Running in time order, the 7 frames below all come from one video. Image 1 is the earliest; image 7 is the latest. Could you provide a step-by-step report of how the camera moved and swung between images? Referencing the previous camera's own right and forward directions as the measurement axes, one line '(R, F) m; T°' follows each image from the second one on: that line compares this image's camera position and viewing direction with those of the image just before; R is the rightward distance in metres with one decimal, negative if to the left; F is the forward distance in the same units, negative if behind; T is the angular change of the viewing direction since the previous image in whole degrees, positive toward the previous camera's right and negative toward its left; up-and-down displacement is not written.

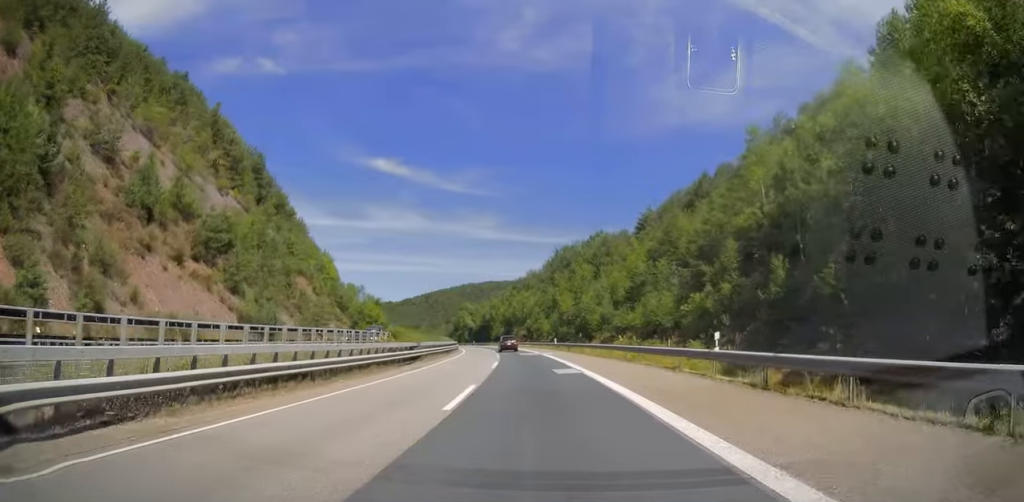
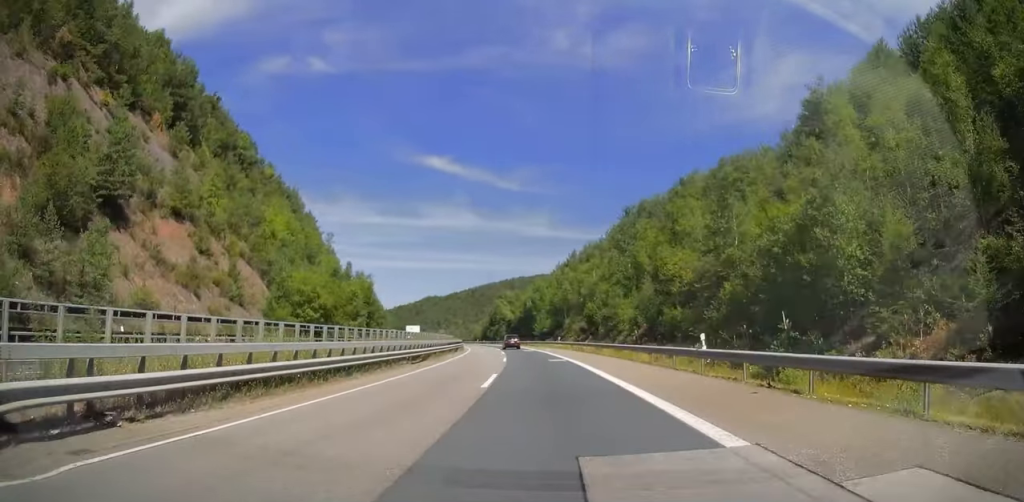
(-2.1, +49.3) m; -5°
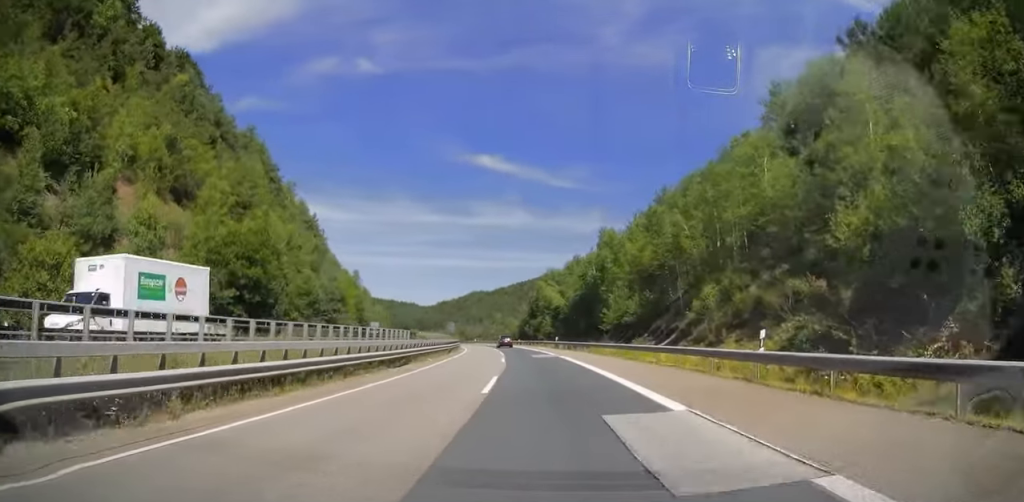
(-3.0, +56.0) m; -6°
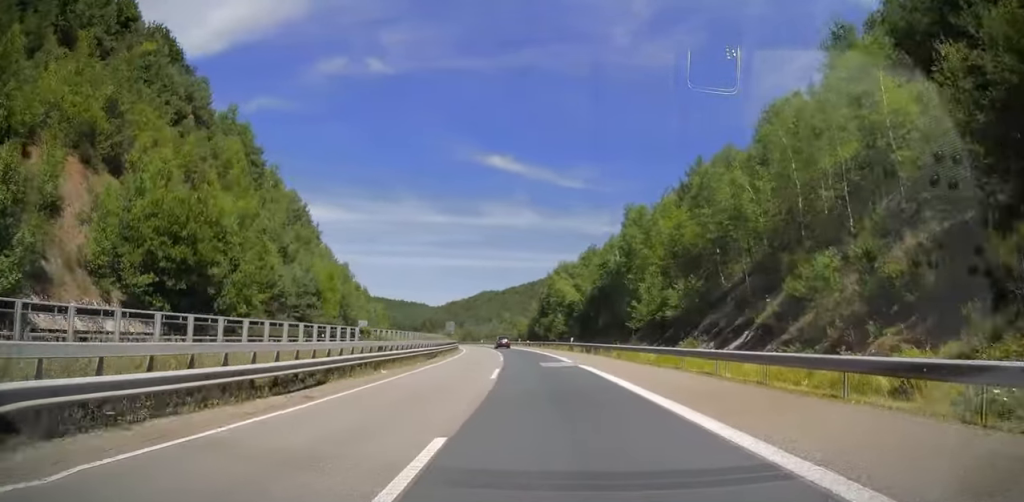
(-0.2, +12.5) m; -1°
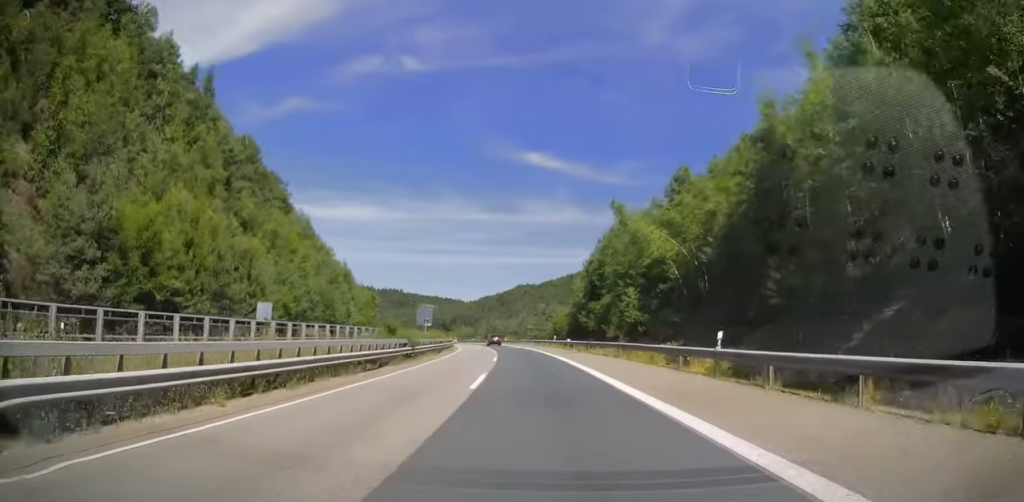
(-1.1, +40.9) m; -3°
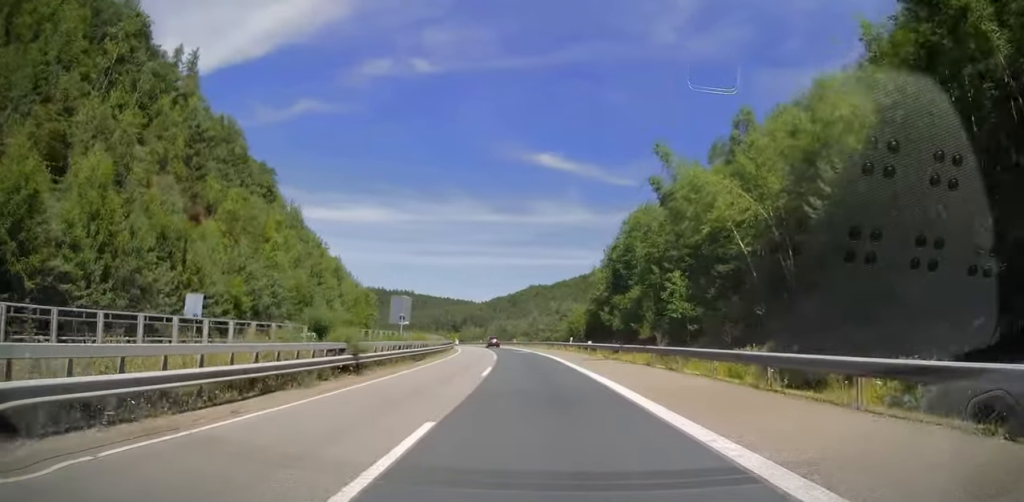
(-0.2, +12.1) m; -1°
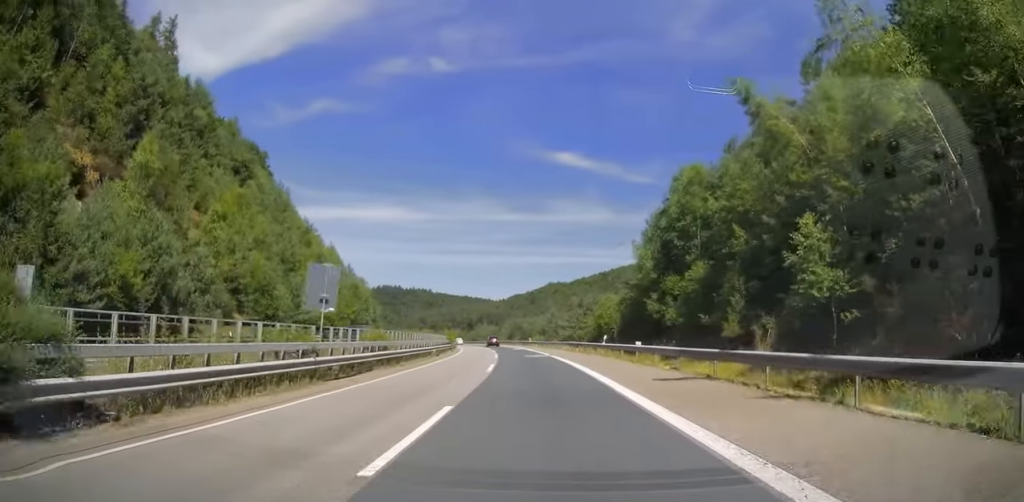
(0.0, +15.9) m; -1°
